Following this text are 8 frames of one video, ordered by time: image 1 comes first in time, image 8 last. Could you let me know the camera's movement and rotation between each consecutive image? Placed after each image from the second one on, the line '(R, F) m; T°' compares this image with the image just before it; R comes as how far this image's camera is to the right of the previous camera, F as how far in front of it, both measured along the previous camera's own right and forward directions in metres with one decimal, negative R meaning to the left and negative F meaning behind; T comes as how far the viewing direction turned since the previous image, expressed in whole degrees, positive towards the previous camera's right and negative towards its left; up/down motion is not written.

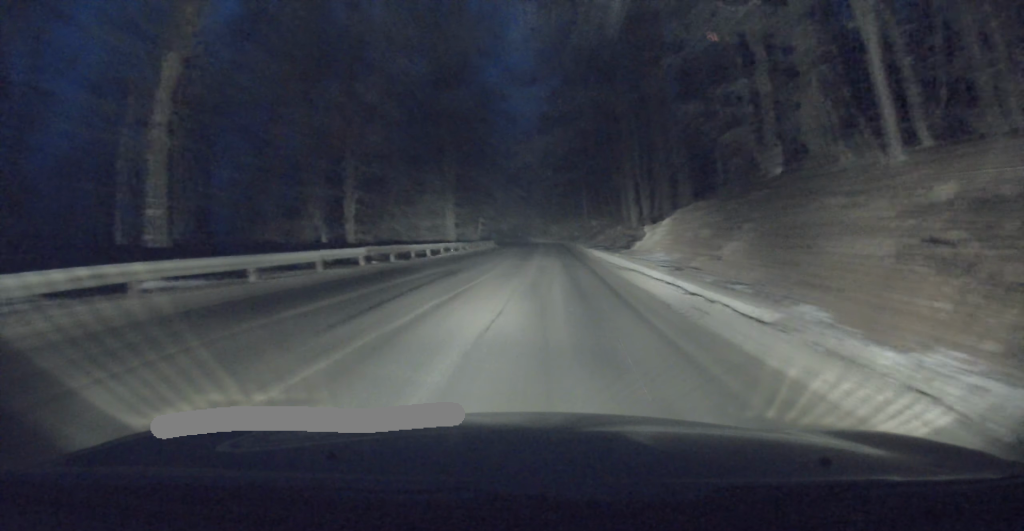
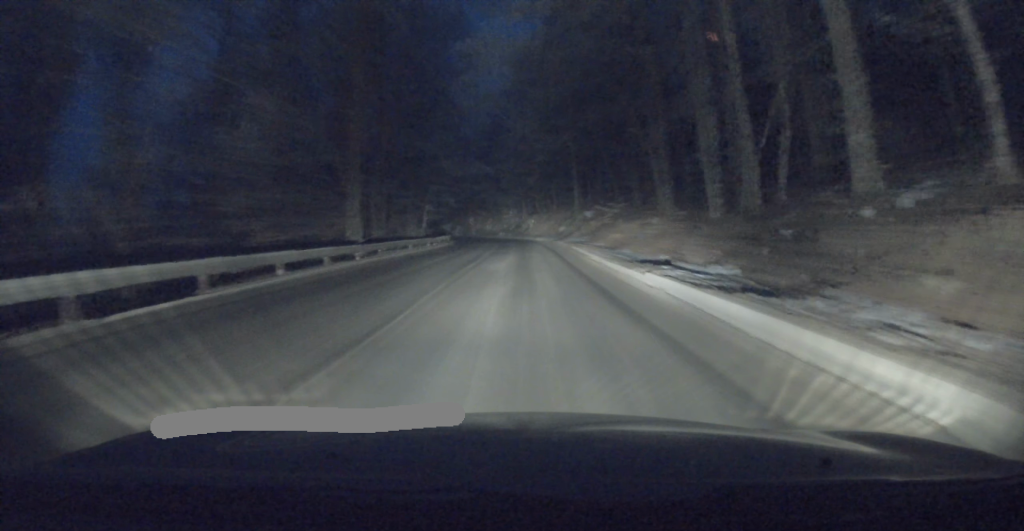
(+1.3, +23.8) m; +5°
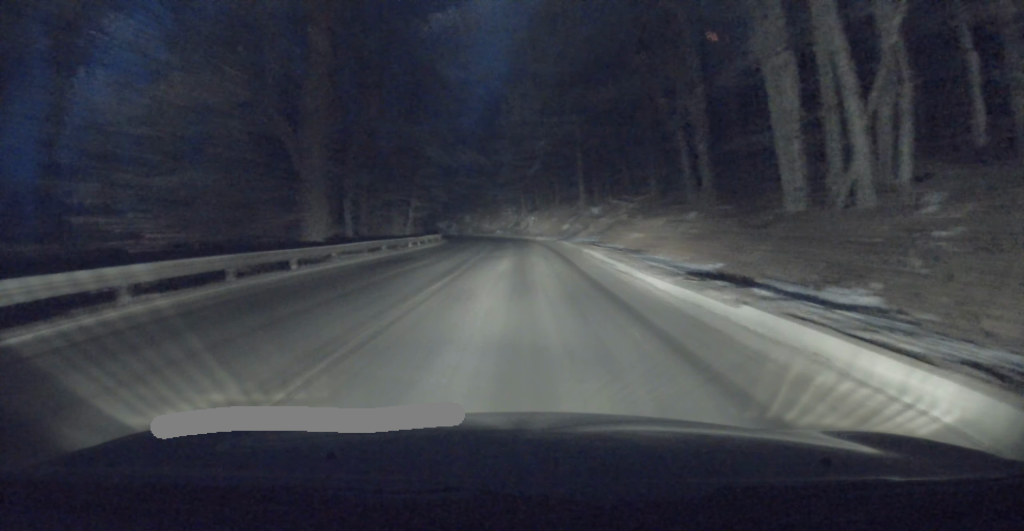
(+0.1, +6.1) m; 0°
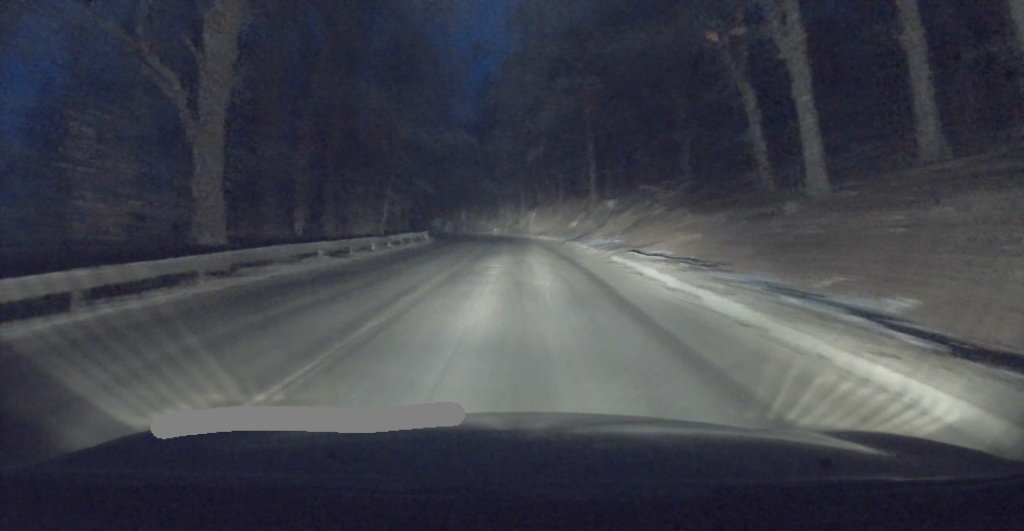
(-0.1, +8.3) m; -1°
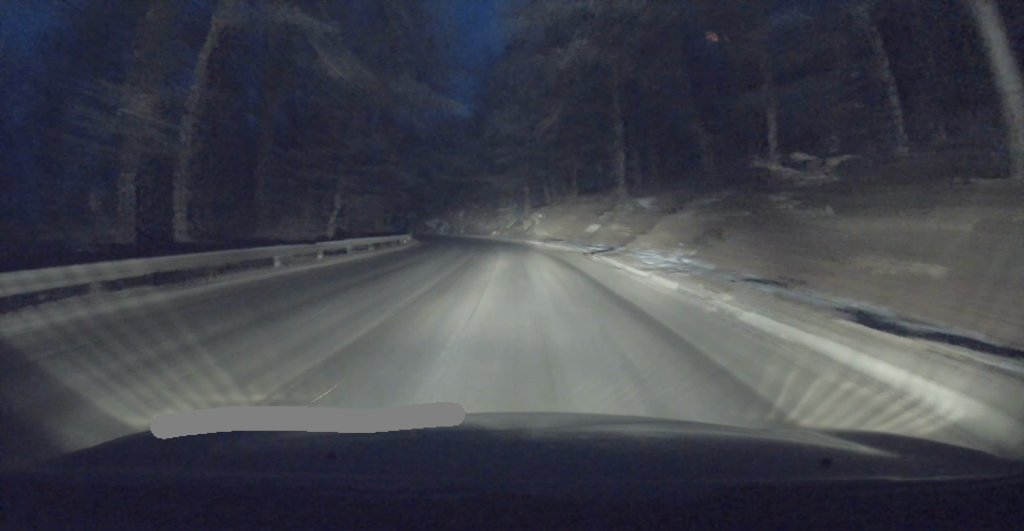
(-0.2, +10.7) m; -1°
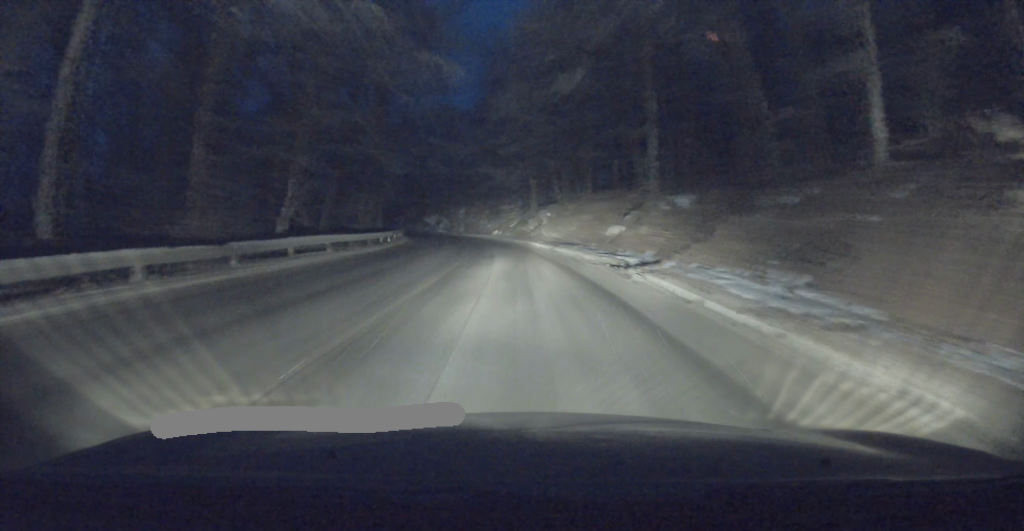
(-0.2, +6.5) m; 0°
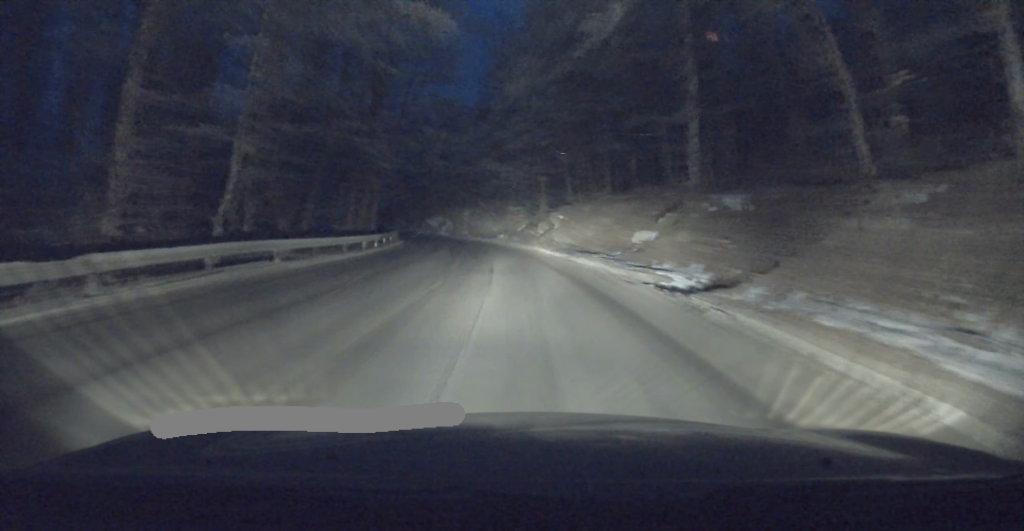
(+0.1, +5.0) m; 0°
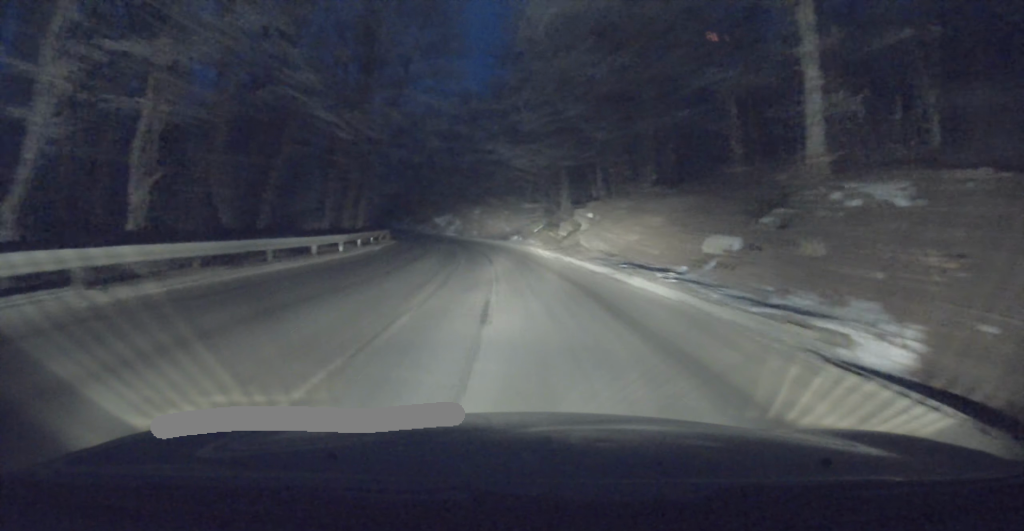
(+0.1, +8.1) m; 0°
